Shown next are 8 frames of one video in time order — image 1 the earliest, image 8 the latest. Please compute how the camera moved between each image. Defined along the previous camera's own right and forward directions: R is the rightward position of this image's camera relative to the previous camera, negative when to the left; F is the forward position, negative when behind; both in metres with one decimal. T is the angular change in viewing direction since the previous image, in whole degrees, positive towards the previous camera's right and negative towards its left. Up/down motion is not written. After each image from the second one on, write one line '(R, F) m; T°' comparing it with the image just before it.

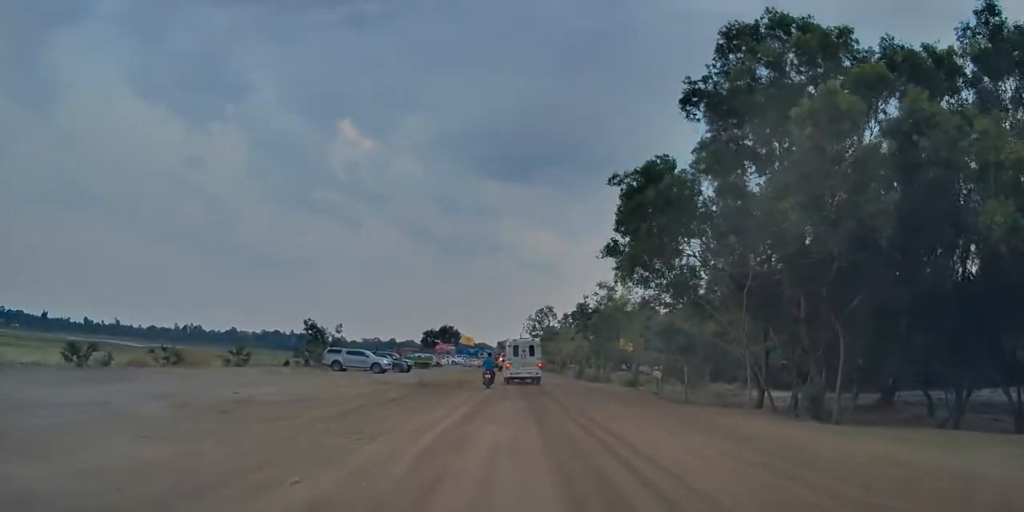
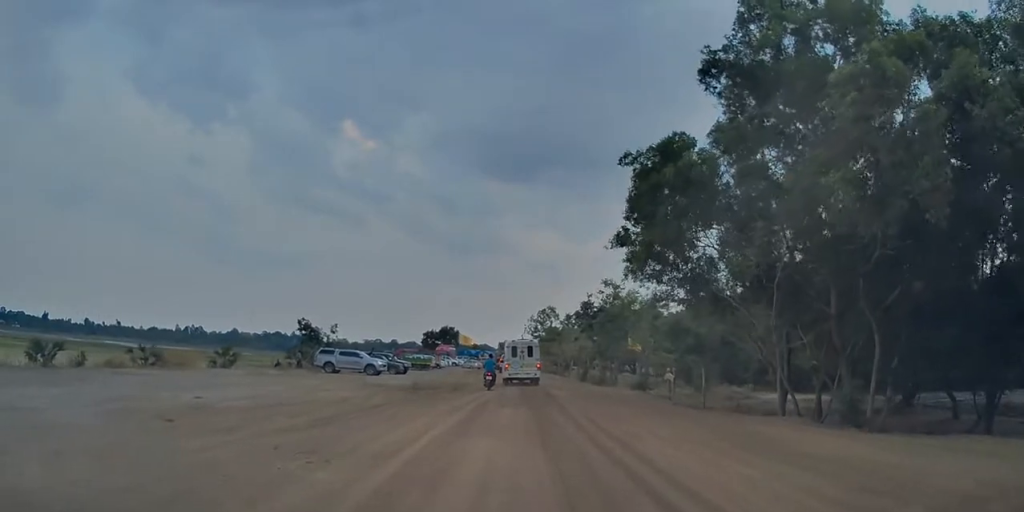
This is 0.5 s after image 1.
(0.0, +2.5) m; -2°
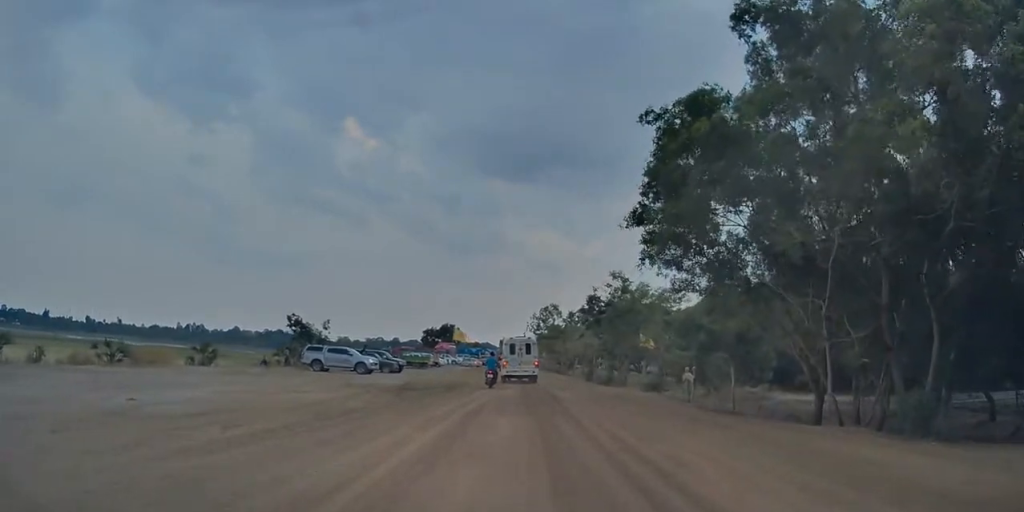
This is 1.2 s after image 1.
(-0.2, +3.3) m; 0°
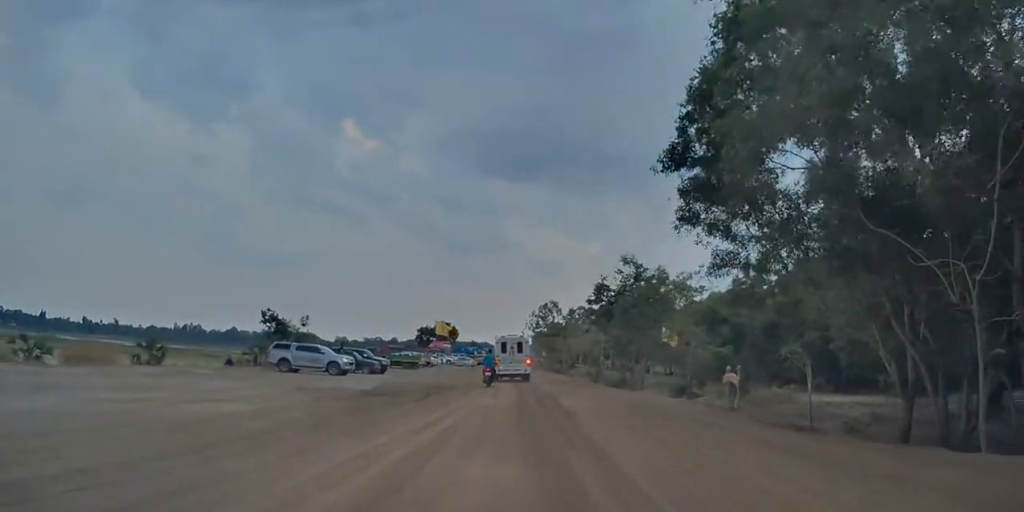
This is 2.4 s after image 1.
(+0.1, +6.1) m; +1°
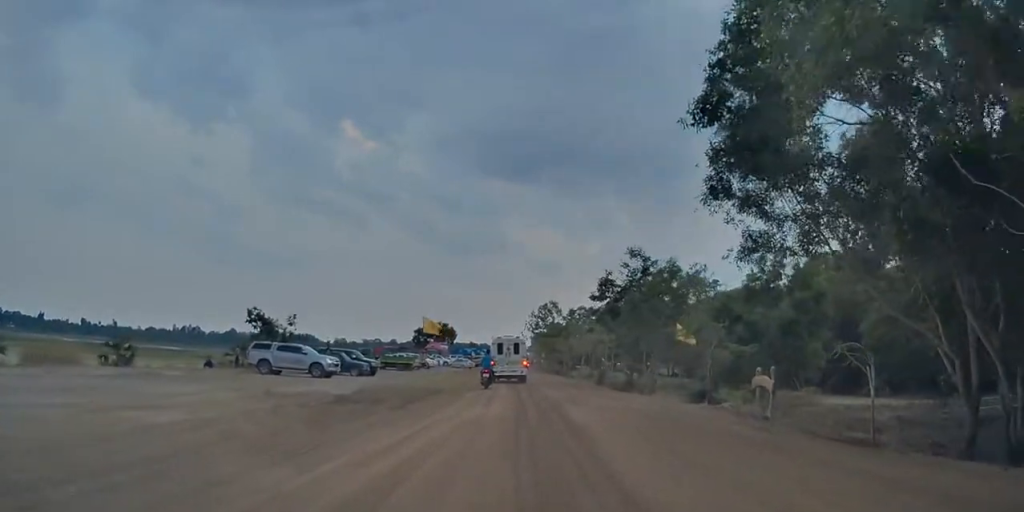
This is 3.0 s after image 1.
(0.0, +3.1) m; +1°
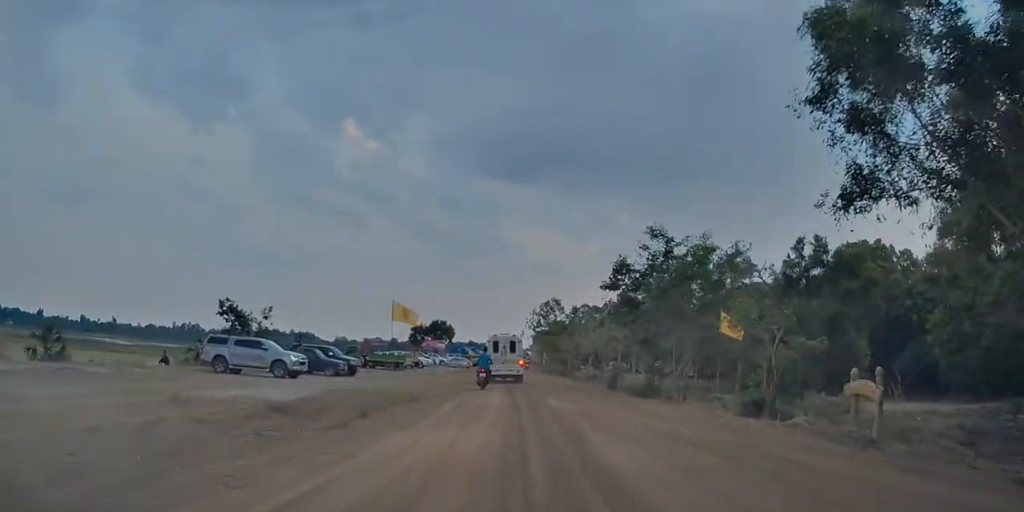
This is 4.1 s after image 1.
(+0.2, +5.7) m; +1°
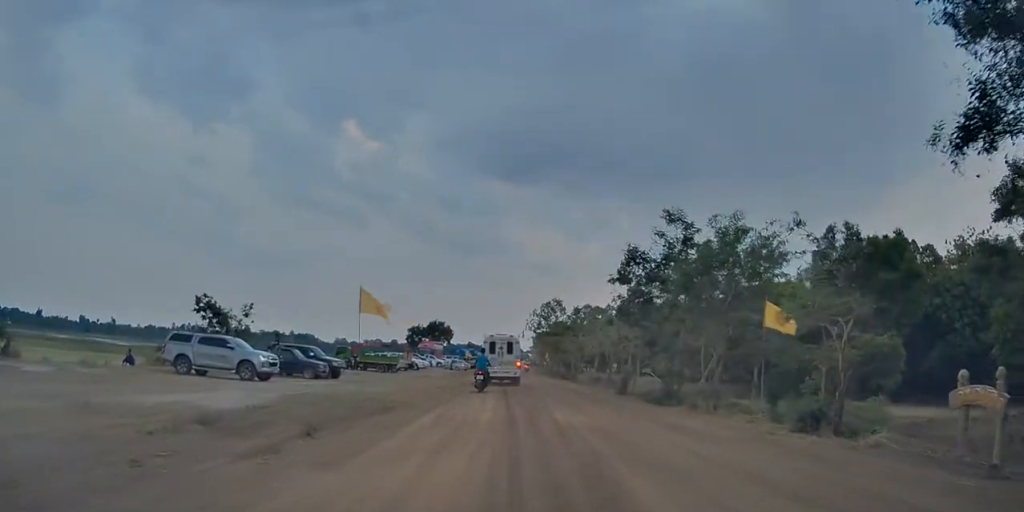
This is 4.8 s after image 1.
(0.0, +3.7) m; -1°
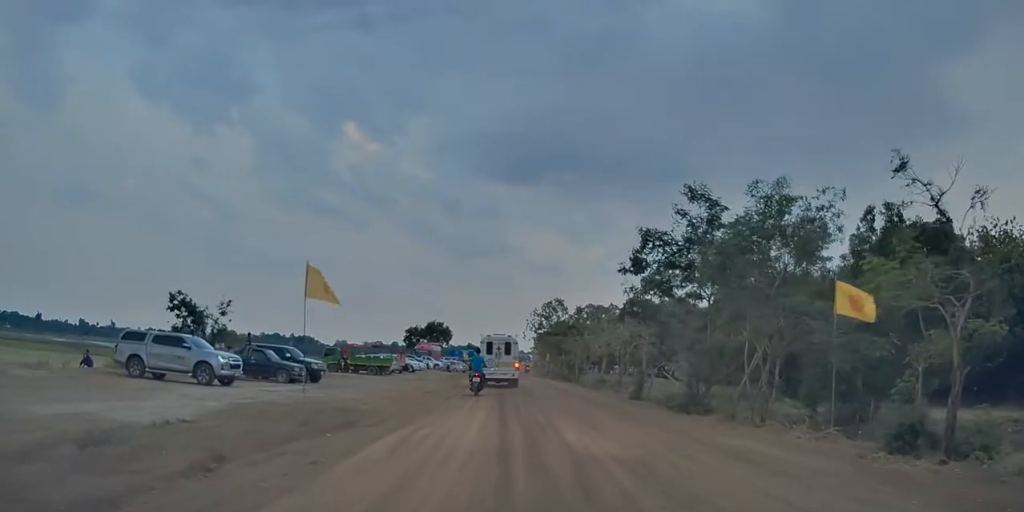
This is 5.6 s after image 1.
(-0.1, +3.8) m; -2°
